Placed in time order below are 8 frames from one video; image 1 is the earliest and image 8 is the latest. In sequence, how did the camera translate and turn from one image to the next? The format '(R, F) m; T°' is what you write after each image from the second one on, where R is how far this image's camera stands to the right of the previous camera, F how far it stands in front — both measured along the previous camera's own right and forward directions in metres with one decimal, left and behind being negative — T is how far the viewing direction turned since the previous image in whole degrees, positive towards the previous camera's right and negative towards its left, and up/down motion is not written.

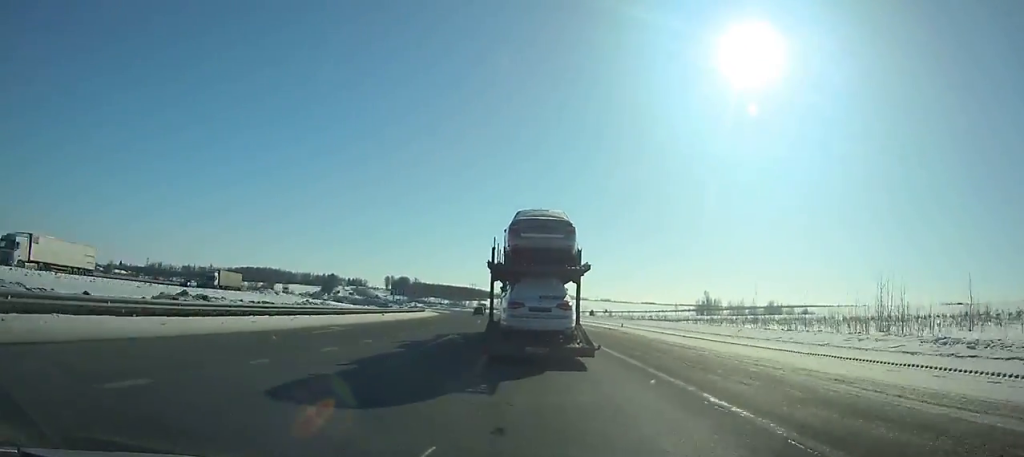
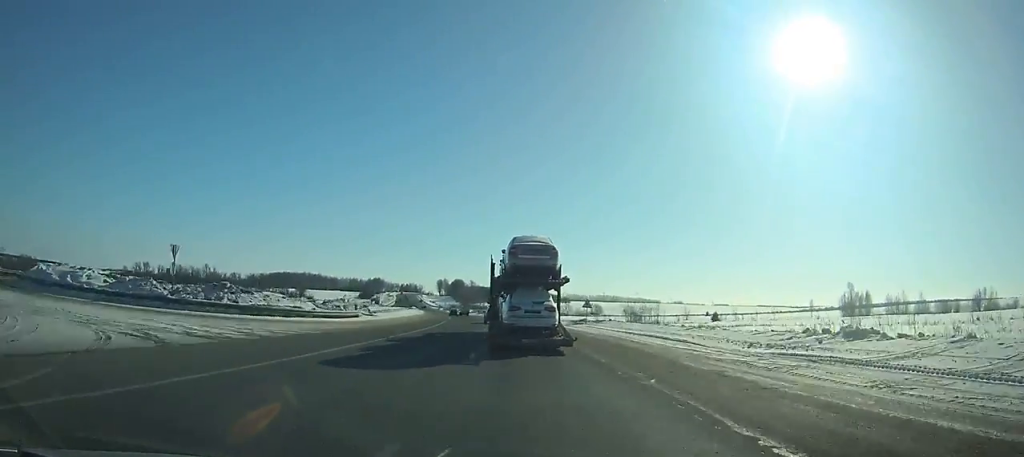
(-8.4, +113.4) m; -8°
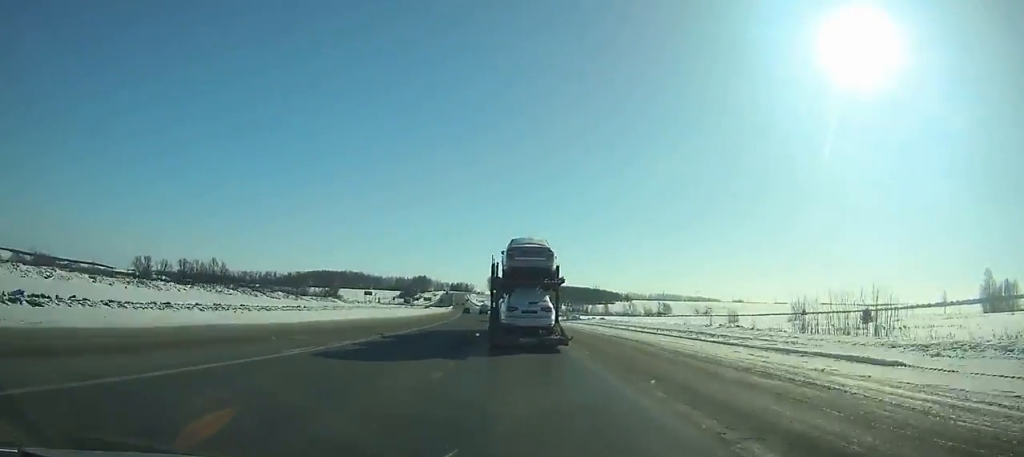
(-2.0, +63.2) m; -4°
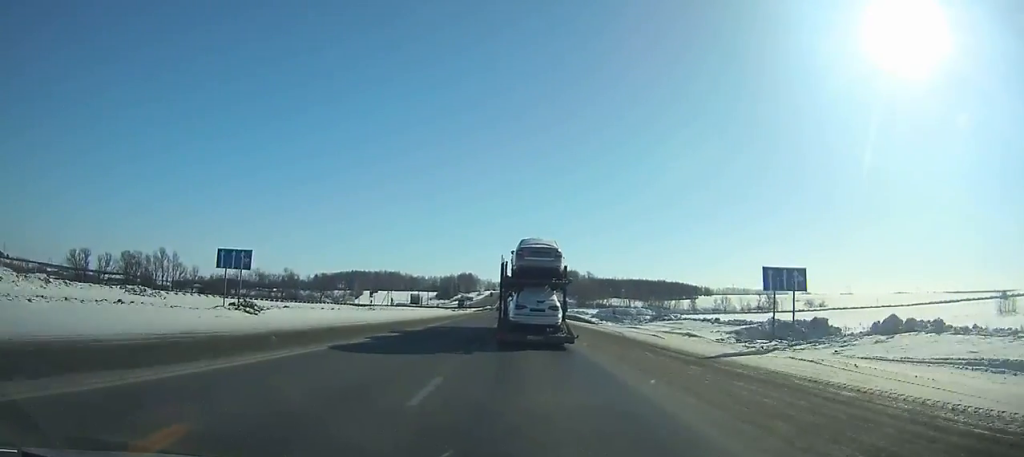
(-6.6, +110.1) m; -6°
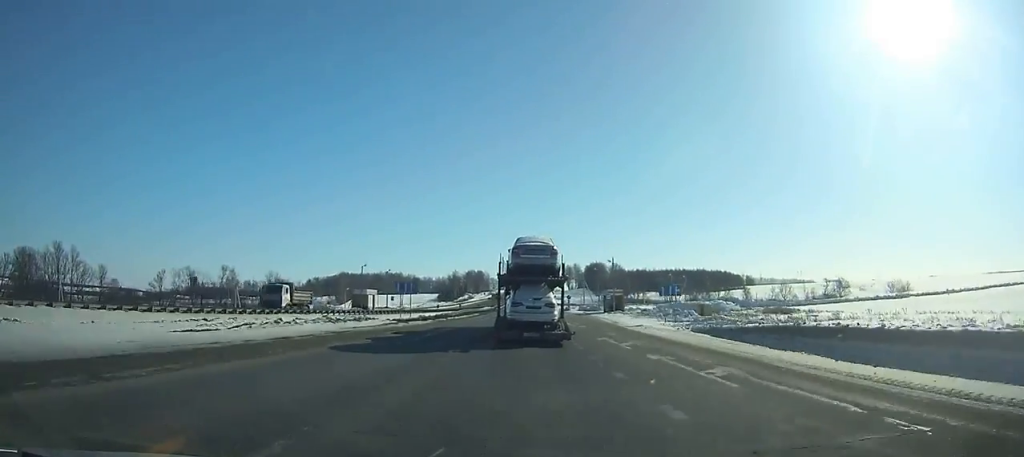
(-1.8, +76.8) m; -2°
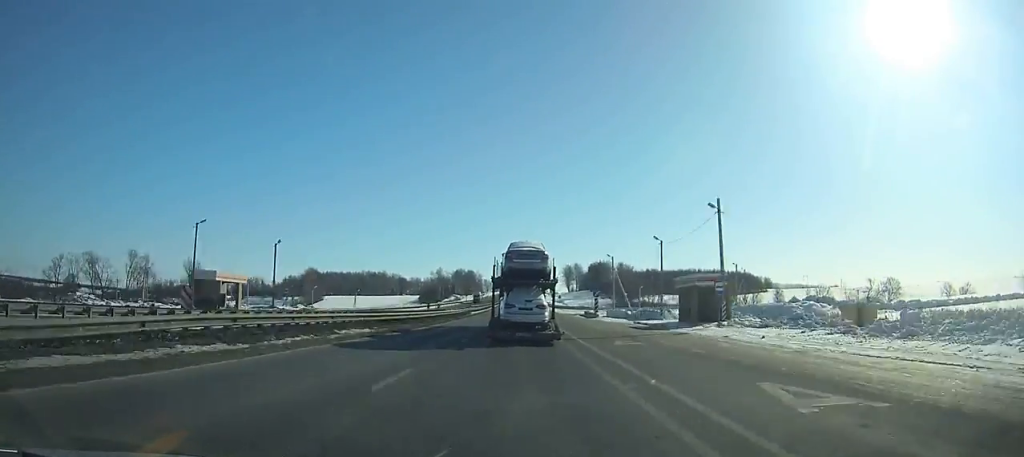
(-0.3, +53.0) m; 0°
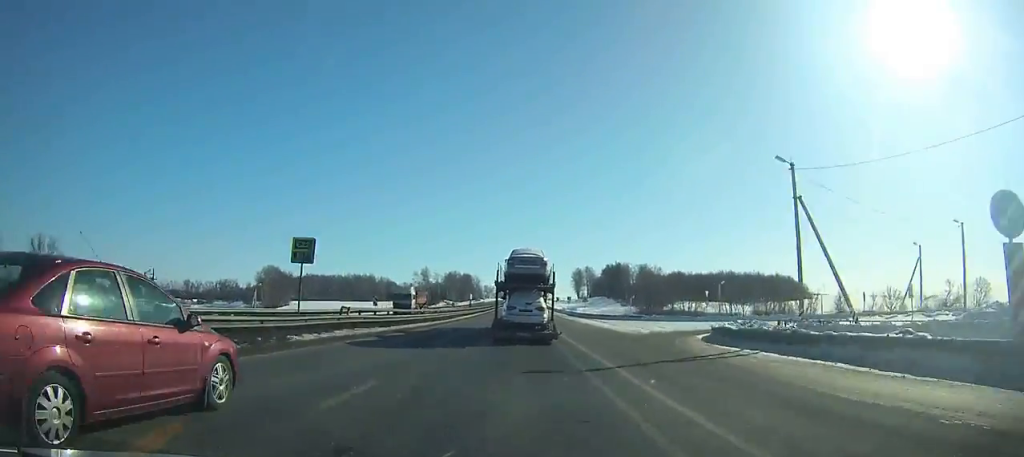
(-0.1, +62.0) m; 0°
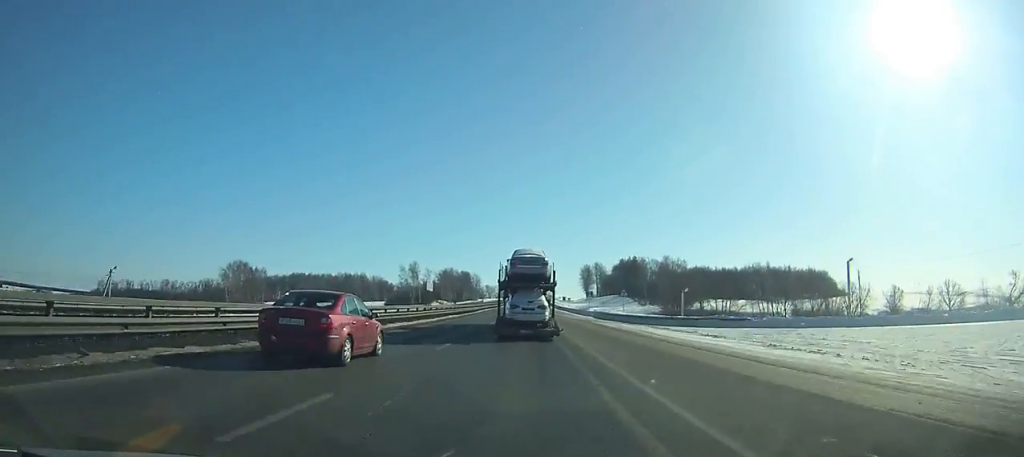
(0.0, +39.0) m; 0°
